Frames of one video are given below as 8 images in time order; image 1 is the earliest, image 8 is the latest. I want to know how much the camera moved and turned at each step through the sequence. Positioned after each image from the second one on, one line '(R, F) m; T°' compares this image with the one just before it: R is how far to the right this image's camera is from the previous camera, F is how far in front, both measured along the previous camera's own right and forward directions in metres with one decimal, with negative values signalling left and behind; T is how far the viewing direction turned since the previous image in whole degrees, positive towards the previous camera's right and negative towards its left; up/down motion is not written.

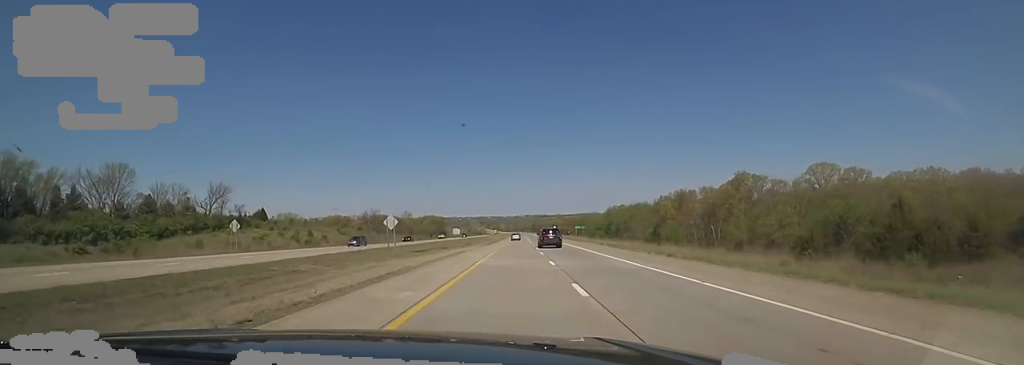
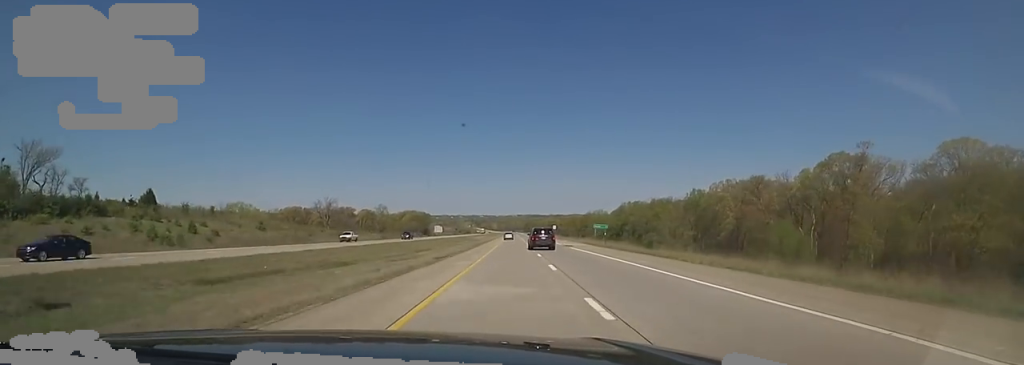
(+0.3, +42.6) m; +1°
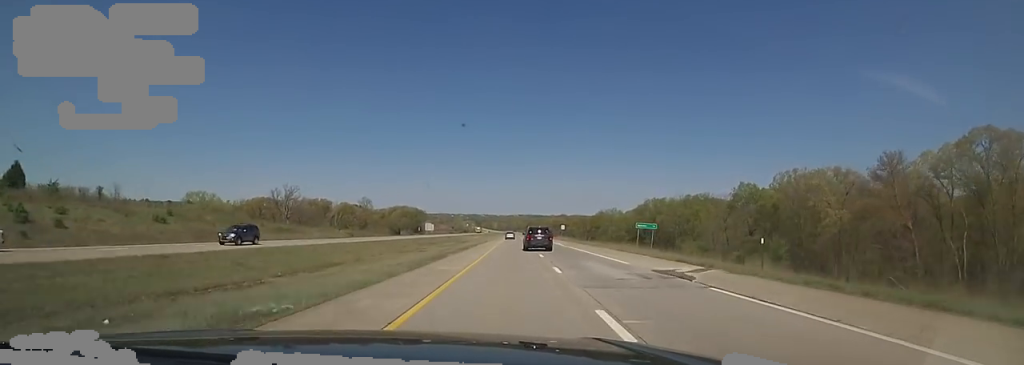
(+0.2, +32.5) m; -1°
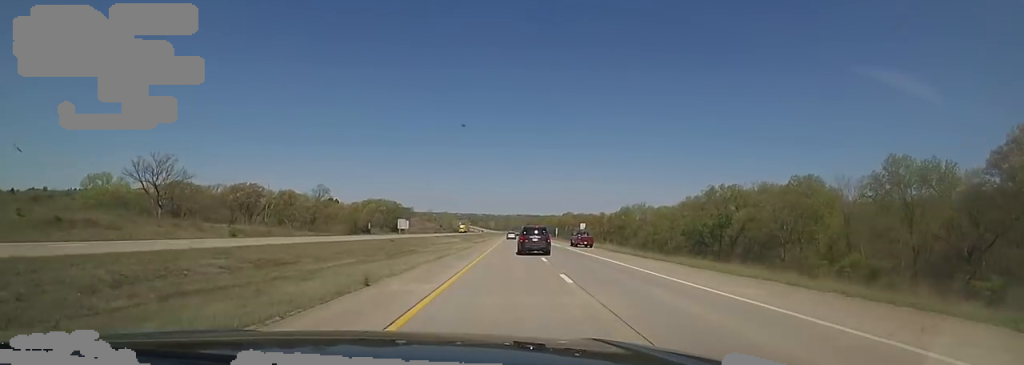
(-1.9, +52.1) m; -2°
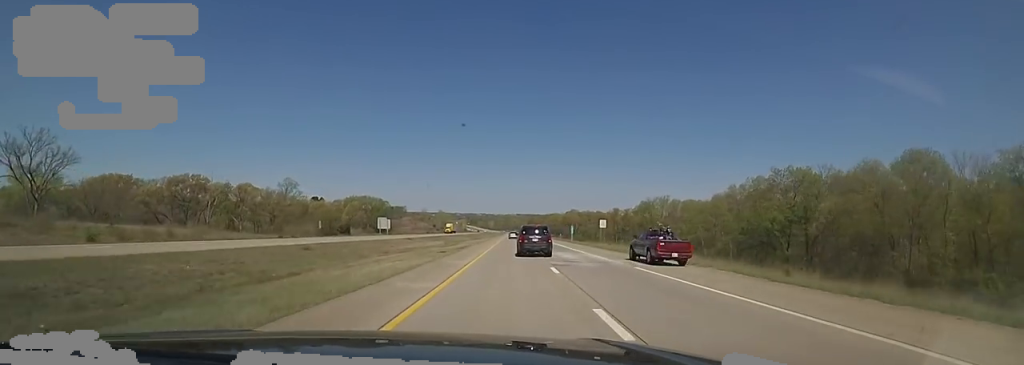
(+0.3, +27.1) m; +1°
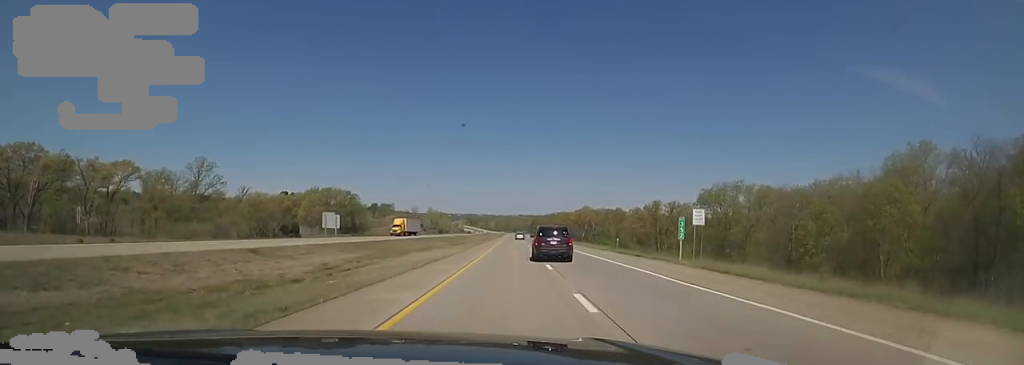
(+1.0, +48.0) m; 0°
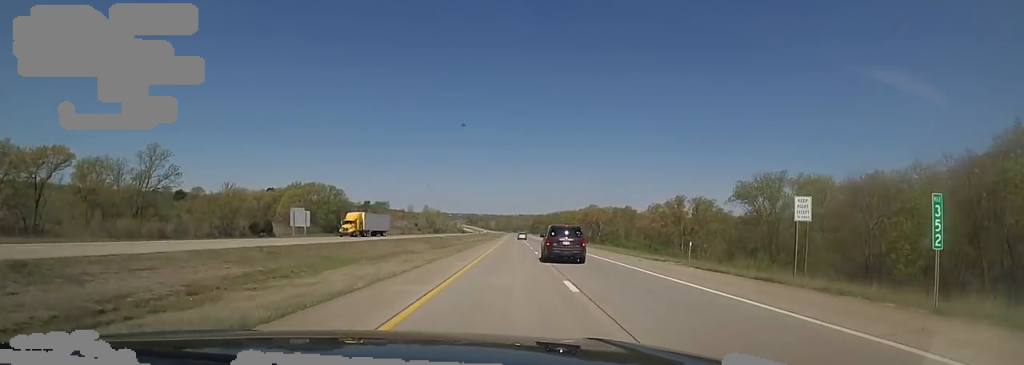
(-0.1, +17.2) m; -1°
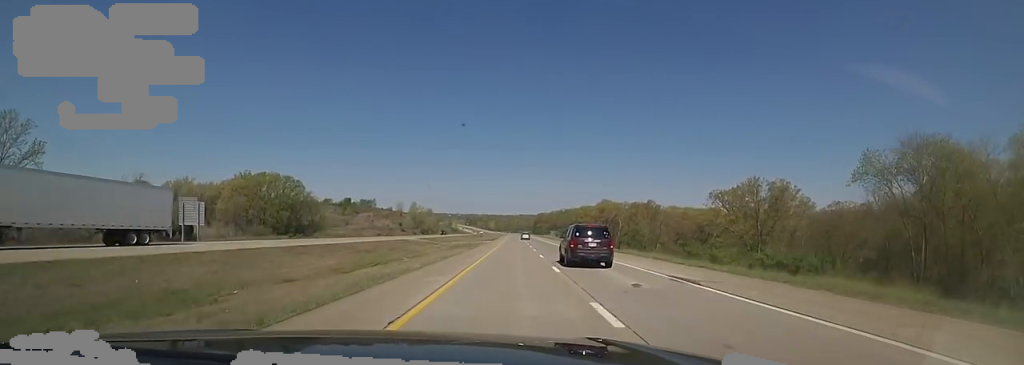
(-0.6, +34.3) m; 0°
